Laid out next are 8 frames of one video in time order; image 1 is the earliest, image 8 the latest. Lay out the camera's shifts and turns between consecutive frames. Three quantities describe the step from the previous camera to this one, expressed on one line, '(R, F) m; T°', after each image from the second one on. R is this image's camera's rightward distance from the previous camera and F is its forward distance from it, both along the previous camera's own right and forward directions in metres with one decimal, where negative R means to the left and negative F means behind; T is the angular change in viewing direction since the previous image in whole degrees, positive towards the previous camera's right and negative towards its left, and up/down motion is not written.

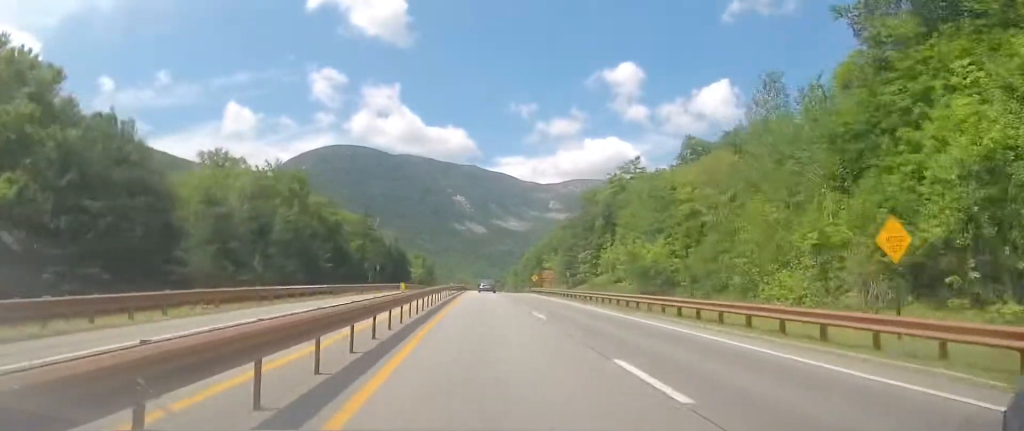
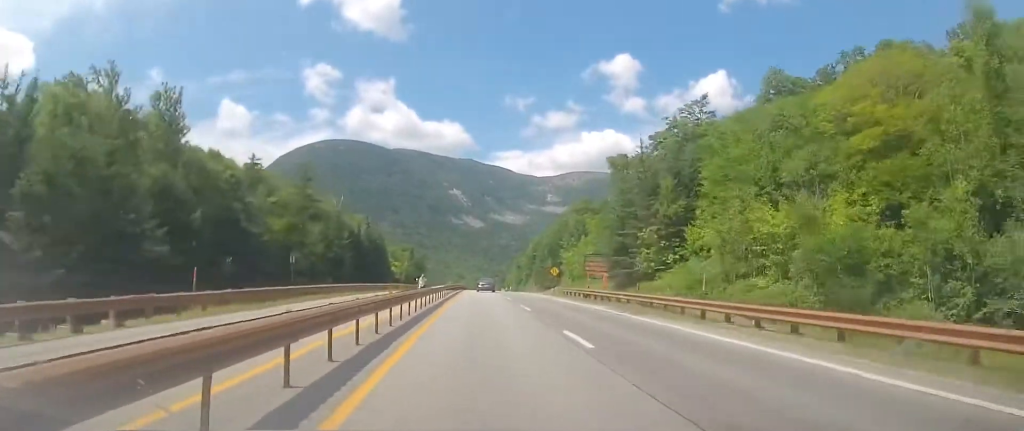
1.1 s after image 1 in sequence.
(-0.2, +31.3) m; 0°
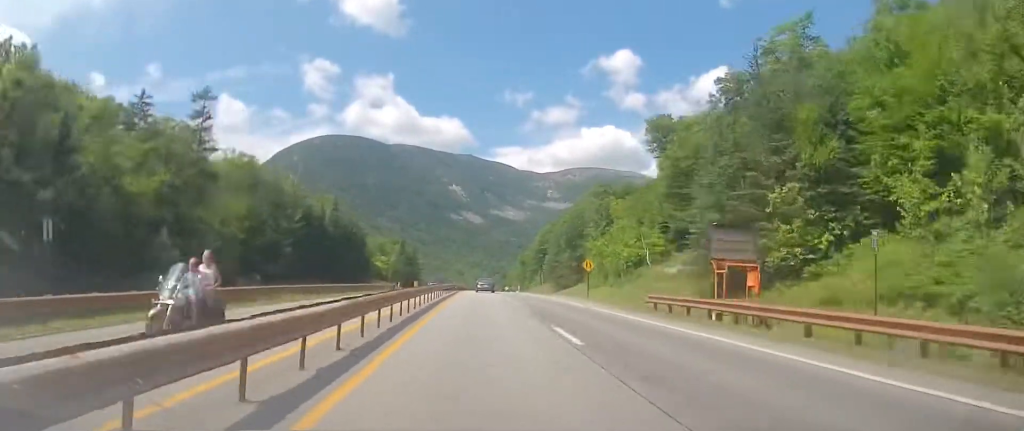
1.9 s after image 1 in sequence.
(+0.2, +23.5) m; +1°
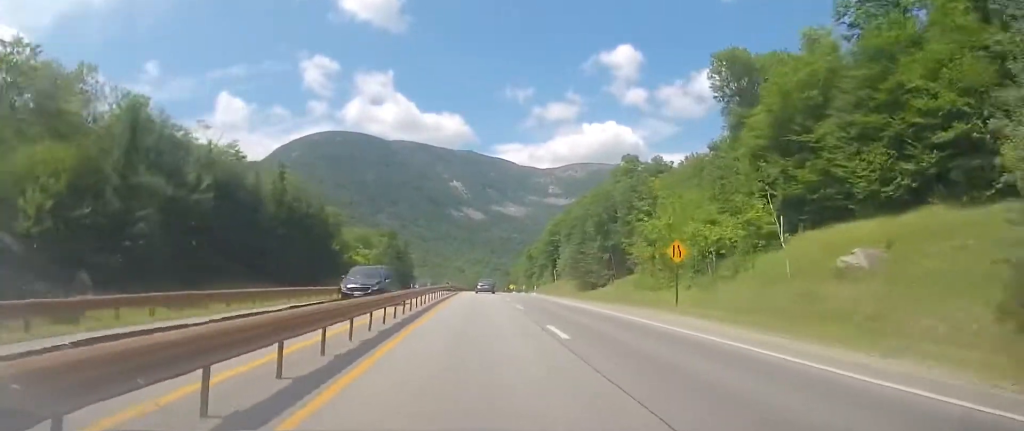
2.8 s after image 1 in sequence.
(+0.2, +23.3) m; +1°
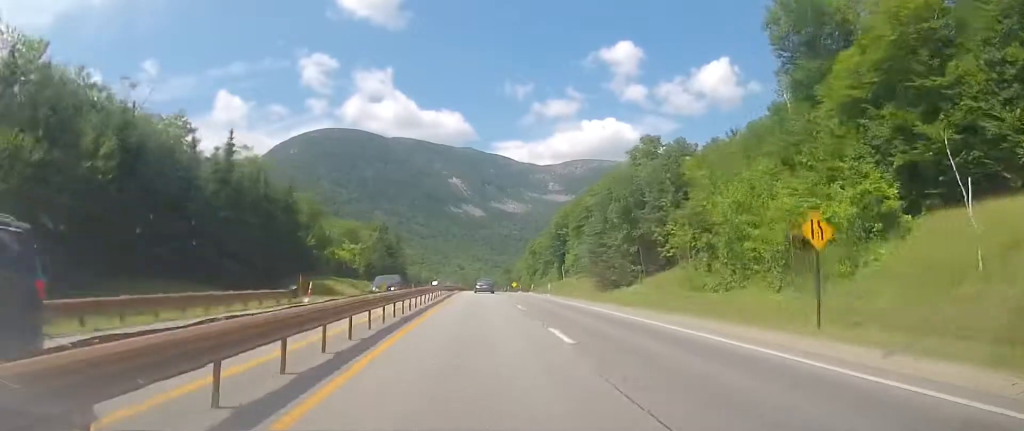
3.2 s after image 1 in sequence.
(+0.1, +13.0) m; 0°
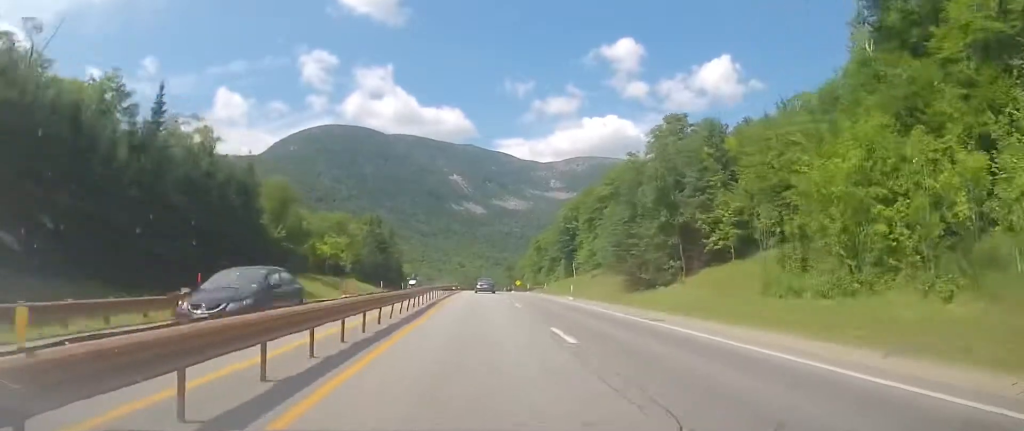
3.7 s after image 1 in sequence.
(-0.1, +11.9) m; 0°
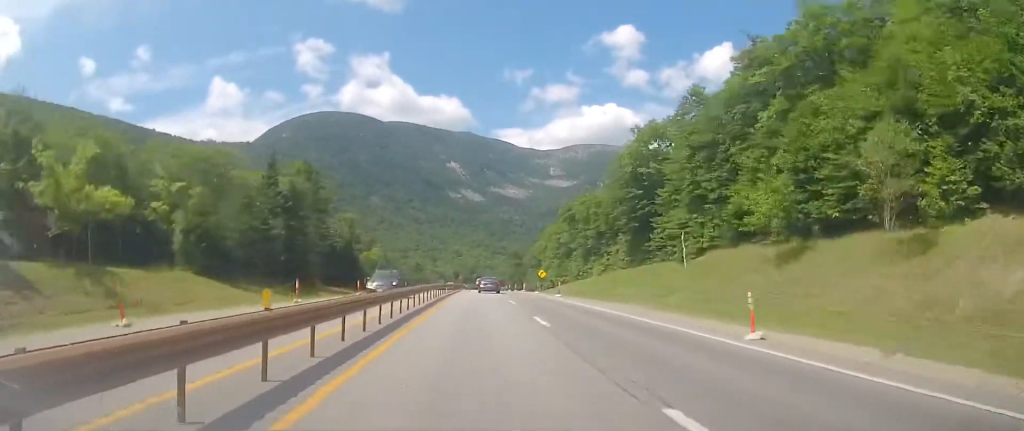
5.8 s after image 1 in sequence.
(0.0, +56.9) m; +1°
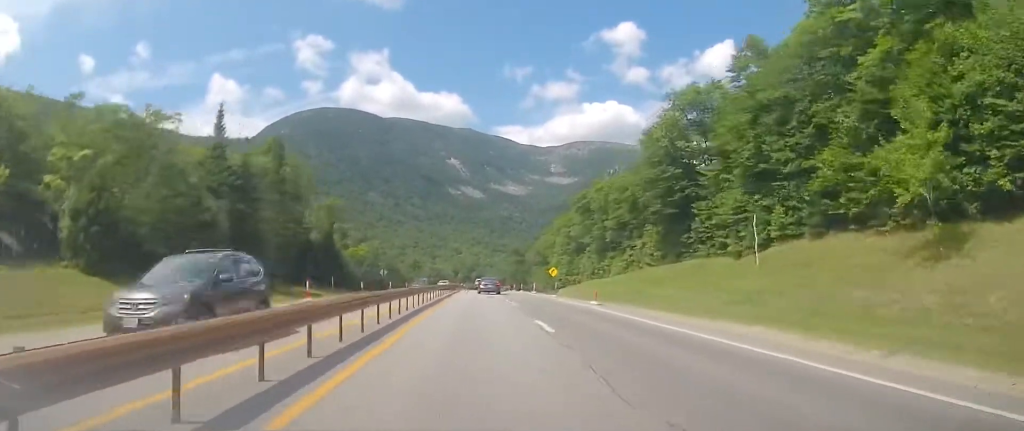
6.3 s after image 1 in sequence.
(+0.1, +13.3) m; 0°
